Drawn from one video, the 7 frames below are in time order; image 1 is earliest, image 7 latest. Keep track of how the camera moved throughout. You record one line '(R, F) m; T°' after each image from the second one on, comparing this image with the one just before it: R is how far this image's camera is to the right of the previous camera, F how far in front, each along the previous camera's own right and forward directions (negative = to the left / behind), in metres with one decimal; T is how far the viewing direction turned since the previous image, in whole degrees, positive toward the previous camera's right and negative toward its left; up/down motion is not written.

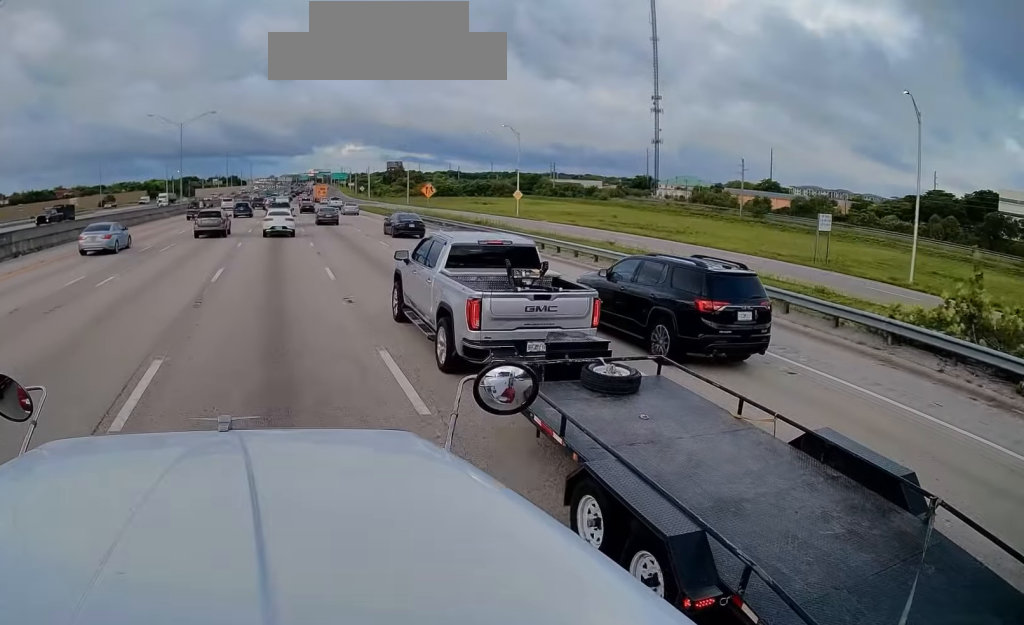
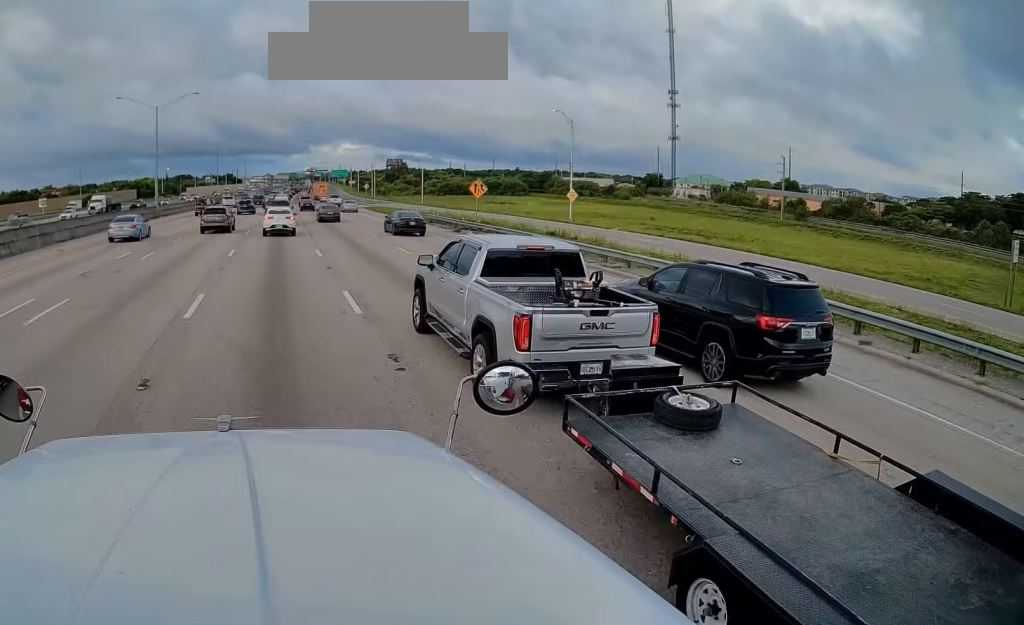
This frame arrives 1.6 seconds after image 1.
(+0.3, +18.2) m; 0°
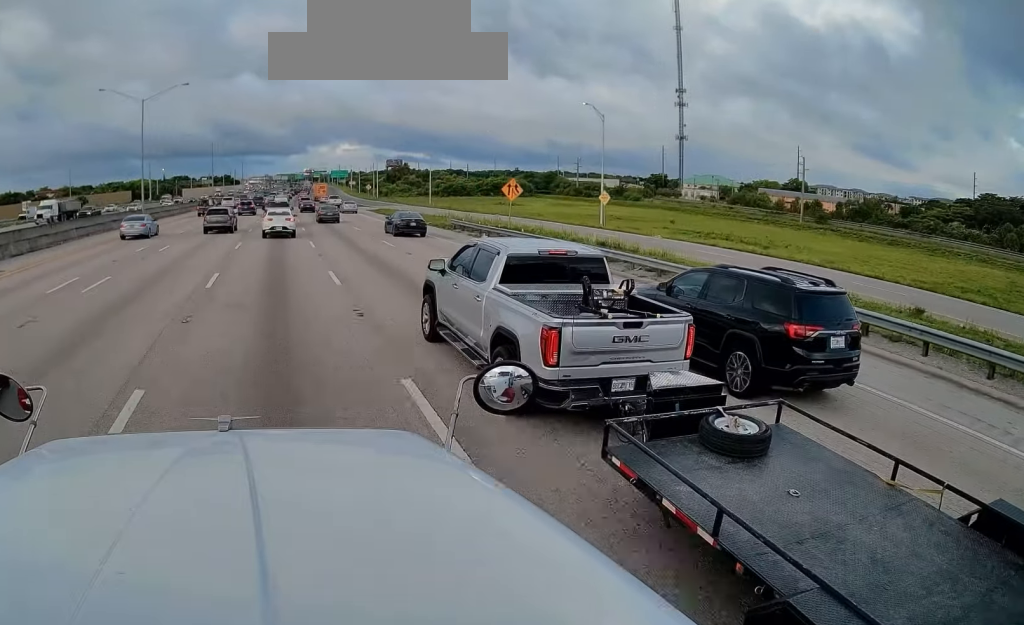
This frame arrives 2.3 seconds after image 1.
(-0.3, +8.2) m; 0°
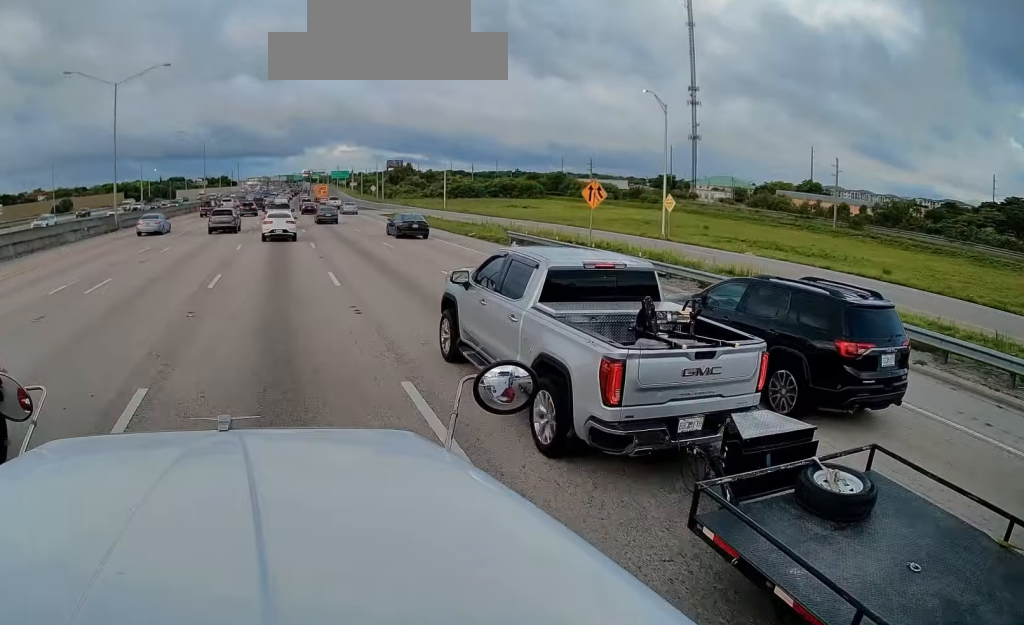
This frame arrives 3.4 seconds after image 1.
(+0.4, +12.5) m; +2°
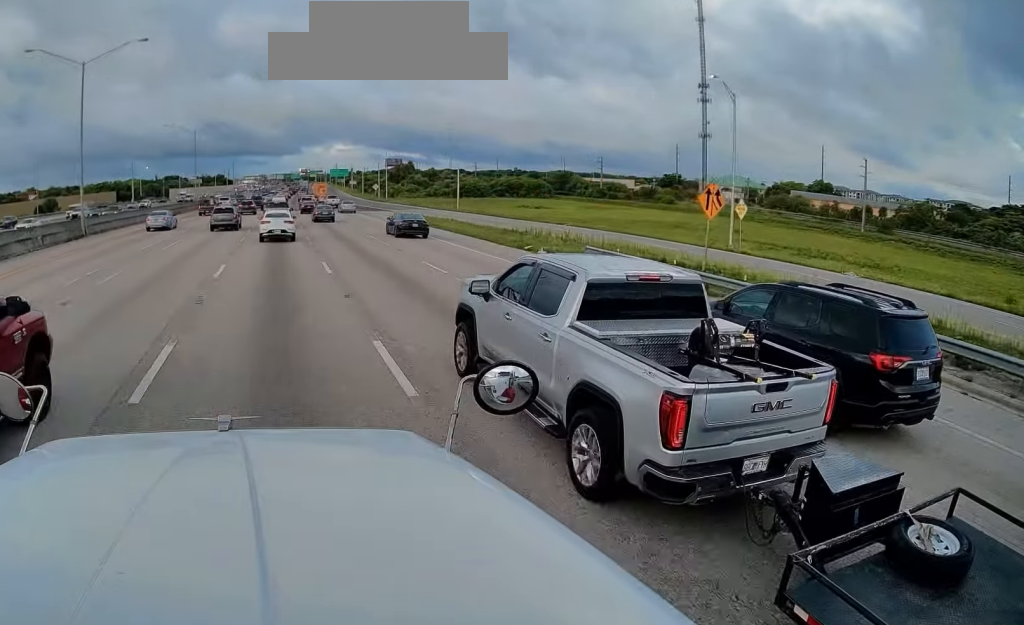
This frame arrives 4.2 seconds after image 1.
(-0.1, +10.3) m; 0°
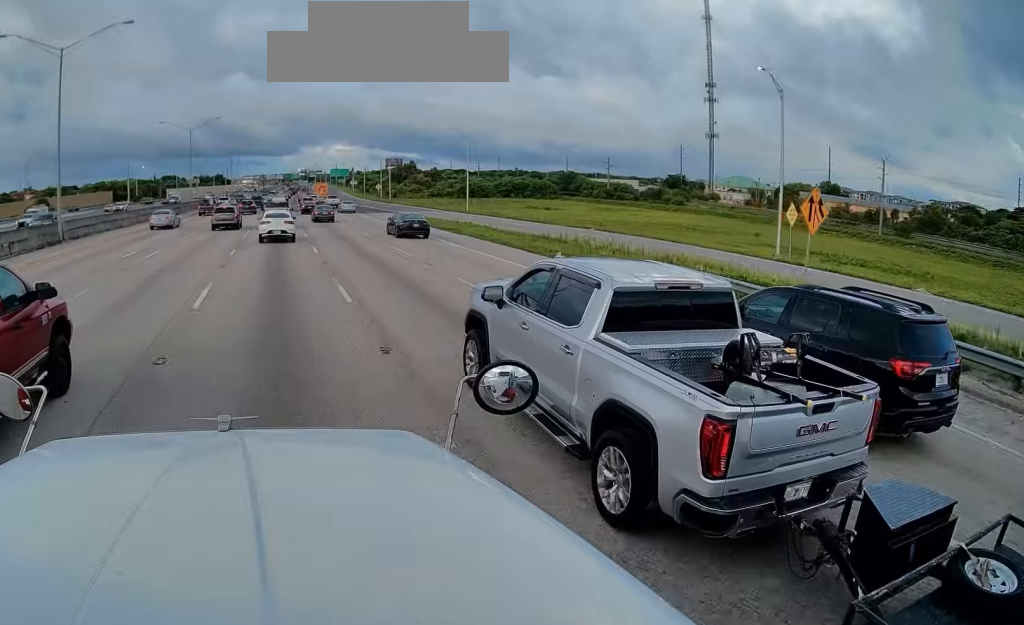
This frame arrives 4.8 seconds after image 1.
(0.0, +6.3) m; -1°
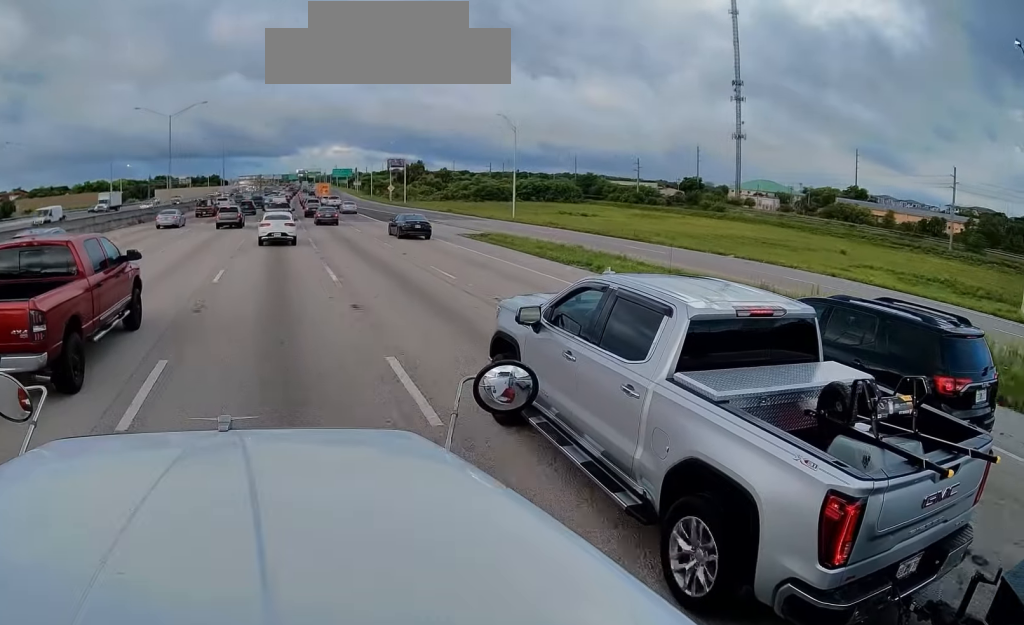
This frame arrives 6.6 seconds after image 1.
(-0.4, +22.3) m; -1°
